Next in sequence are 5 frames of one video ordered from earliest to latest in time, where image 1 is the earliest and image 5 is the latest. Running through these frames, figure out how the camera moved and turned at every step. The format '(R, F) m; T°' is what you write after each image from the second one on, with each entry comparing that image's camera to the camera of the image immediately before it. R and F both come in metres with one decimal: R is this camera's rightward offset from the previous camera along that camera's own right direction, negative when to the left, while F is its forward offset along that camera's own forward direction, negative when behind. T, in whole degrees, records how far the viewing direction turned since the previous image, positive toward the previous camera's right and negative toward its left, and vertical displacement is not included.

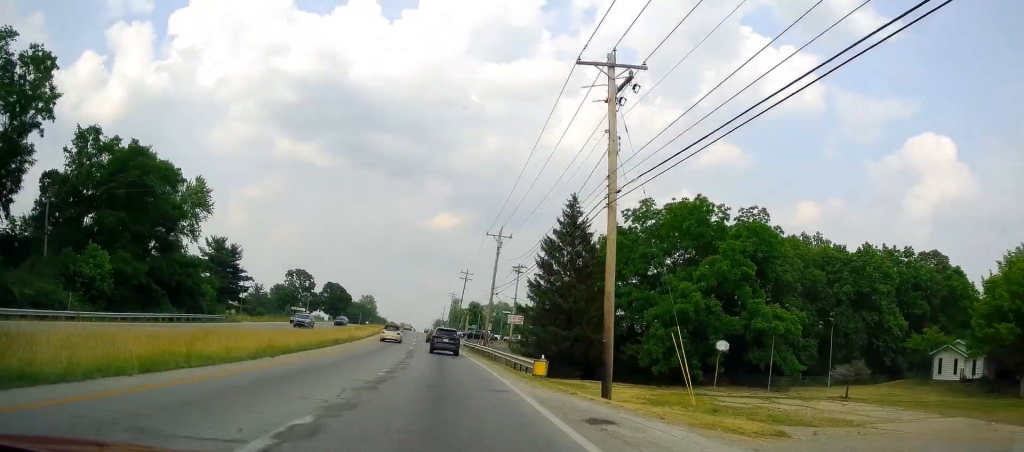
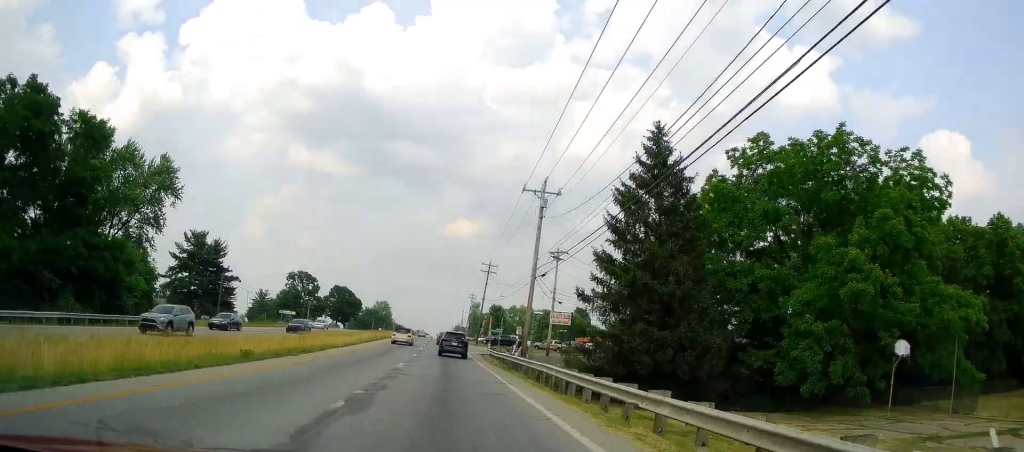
(-0.2, +19.0) m; -1°
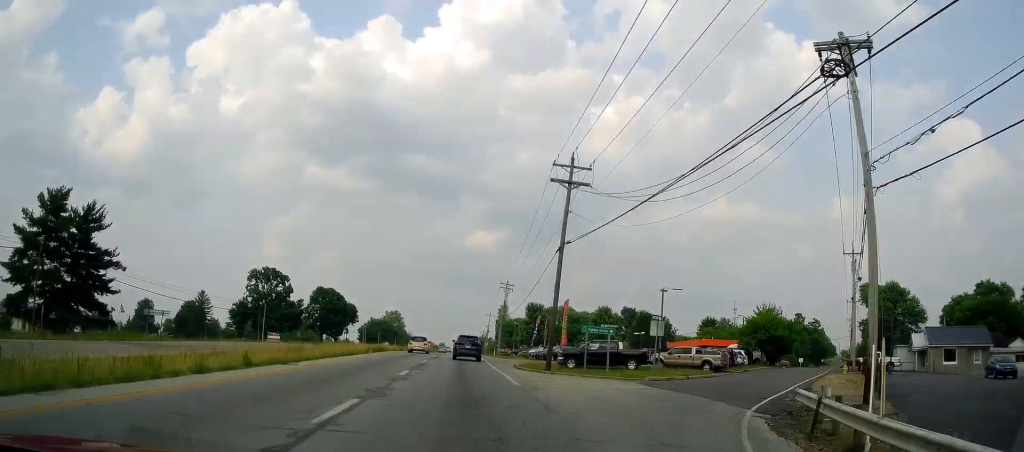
(-0.1, +49.2) m; -2°
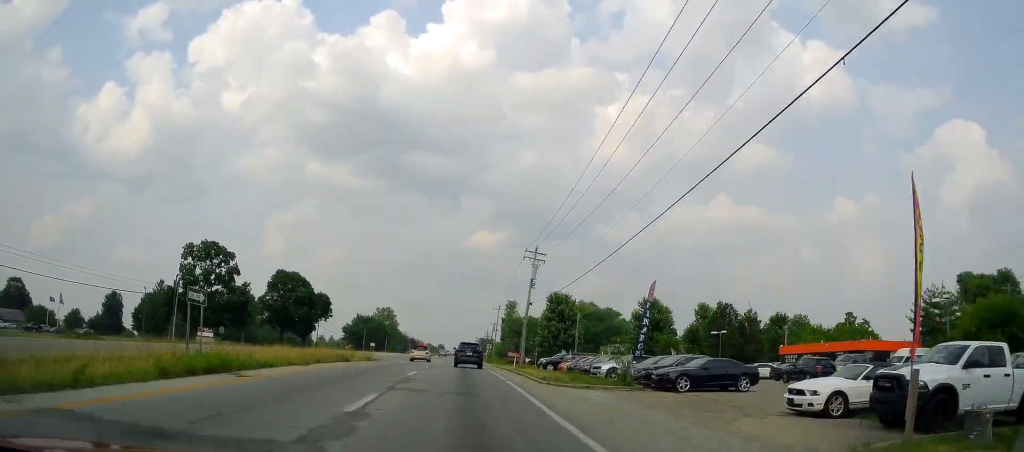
(-0.5, +33.8) m; -1°
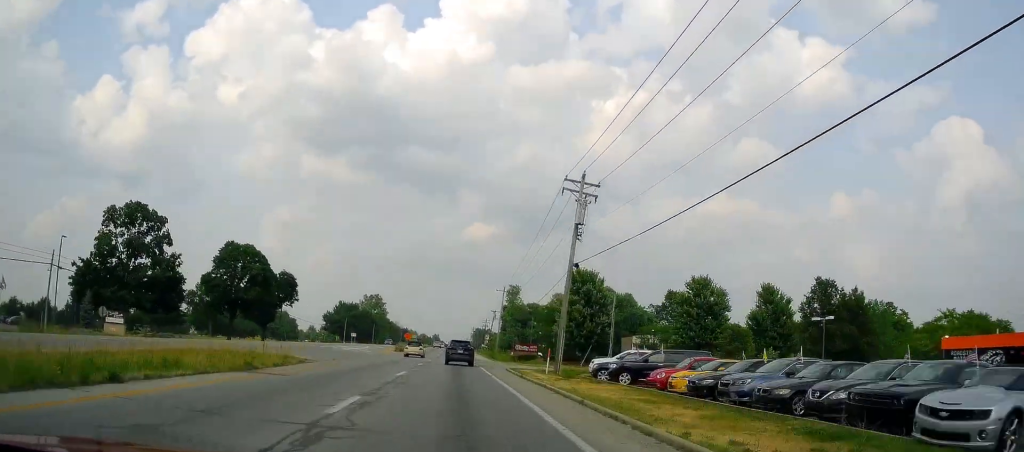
(0.0, +24.1) m; +1°
